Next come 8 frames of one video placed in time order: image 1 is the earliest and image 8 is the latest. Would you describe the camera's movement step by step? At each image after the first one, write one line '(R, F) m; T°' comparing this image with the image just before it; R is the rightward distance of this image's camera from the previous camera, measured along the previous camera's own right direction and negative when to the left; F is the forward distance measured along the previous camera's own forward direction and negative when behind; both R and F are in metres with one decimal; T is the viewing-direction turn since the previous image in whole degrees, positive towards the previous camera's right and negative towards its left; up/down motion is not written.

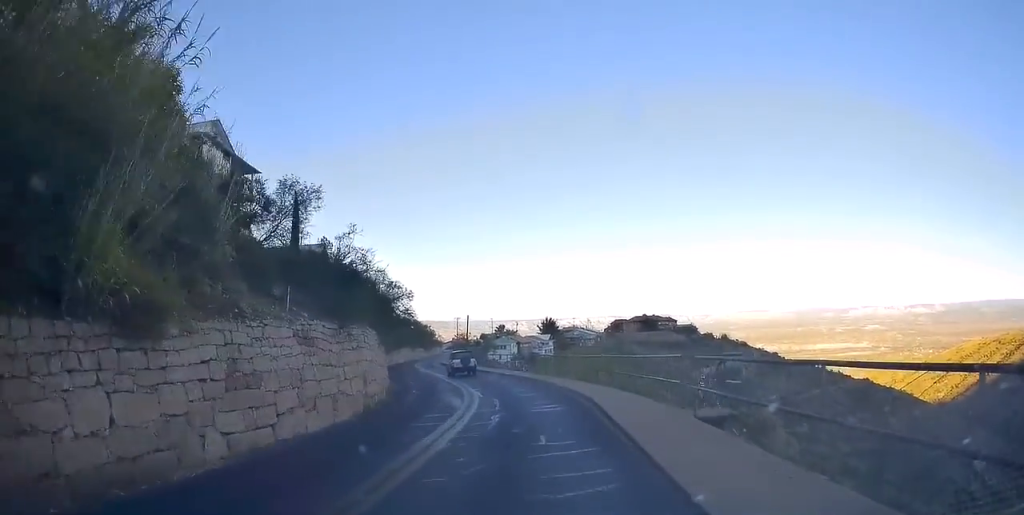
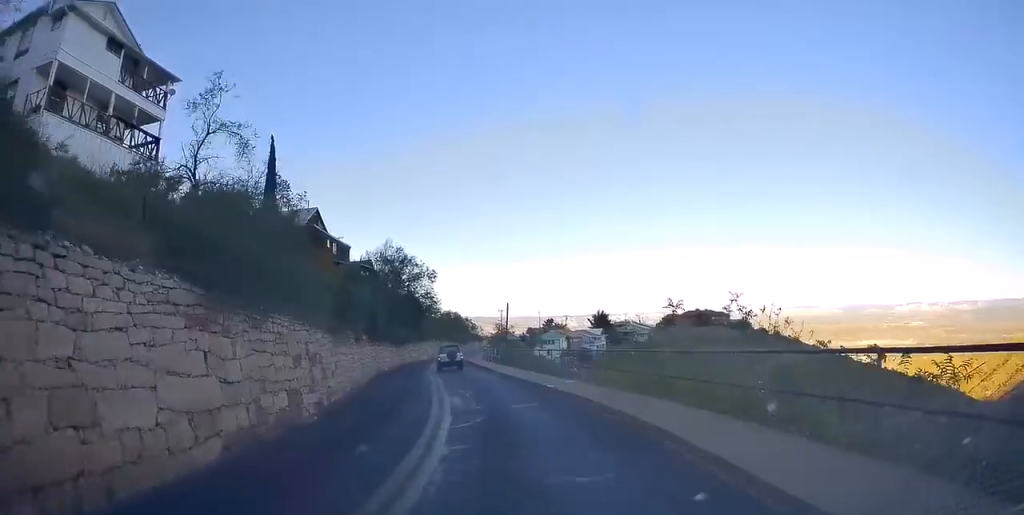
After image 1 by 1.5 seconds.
(-0.7, +17.9) m; -2°
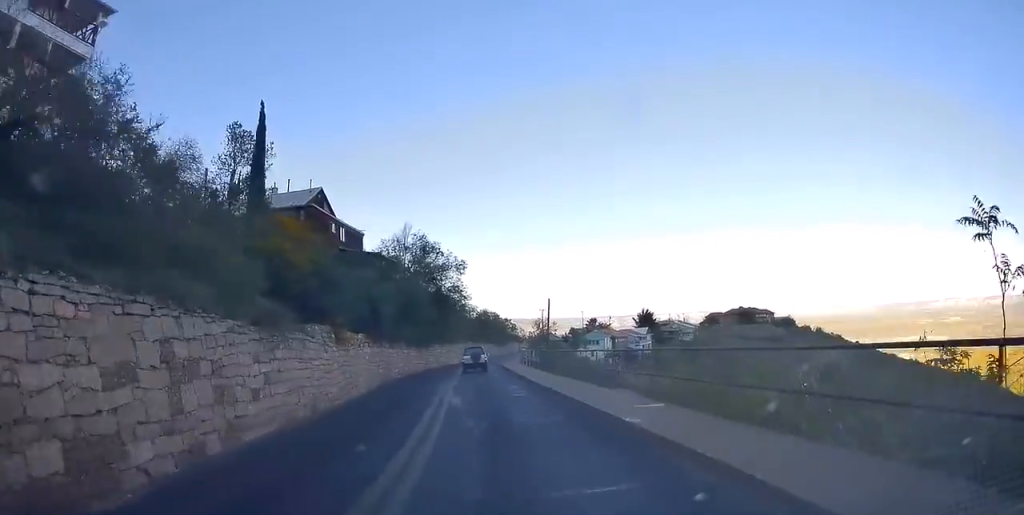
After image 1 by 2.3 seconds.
(+0.2, +9.3) m; -3°
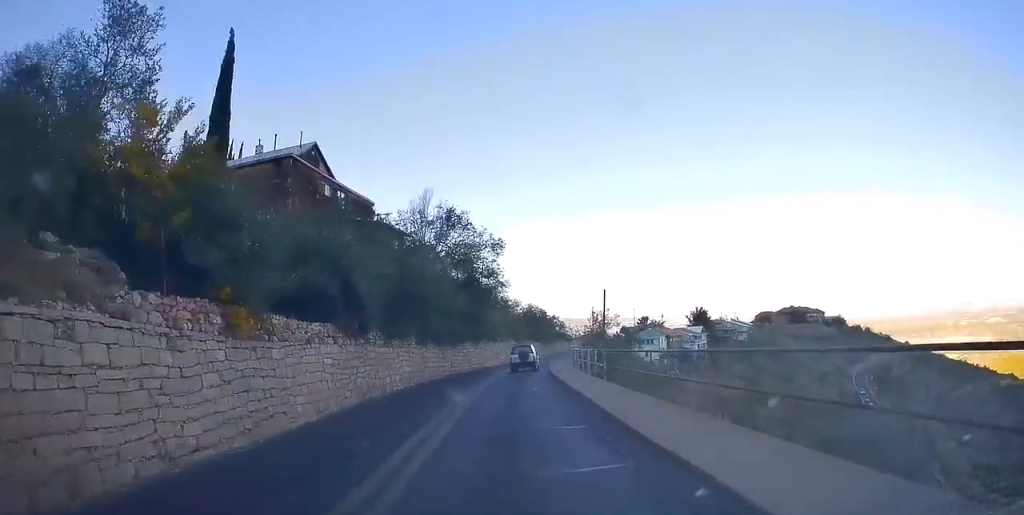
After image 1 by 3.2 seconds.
(-0.7, +11.9) m; -6°
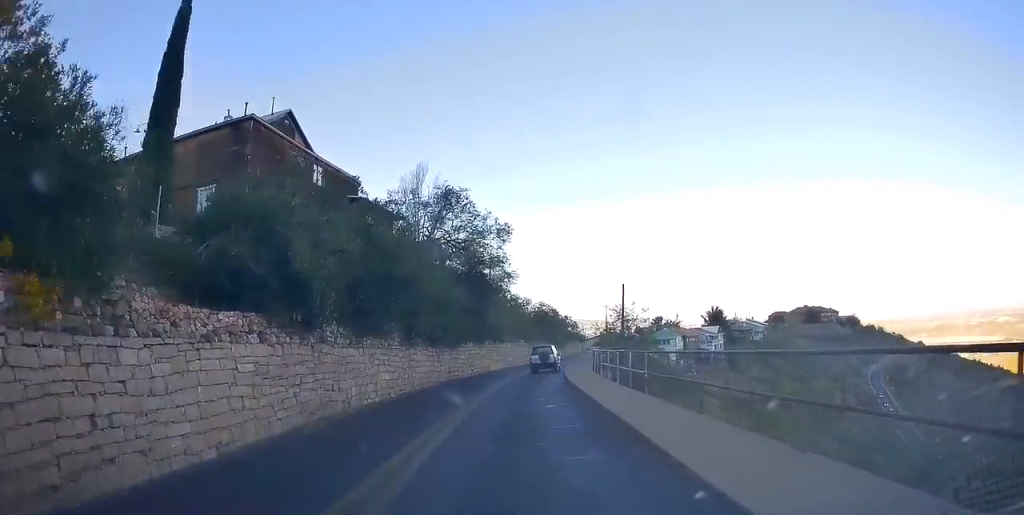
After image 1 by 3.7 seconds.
(-0.2, +6.3) m; -2°
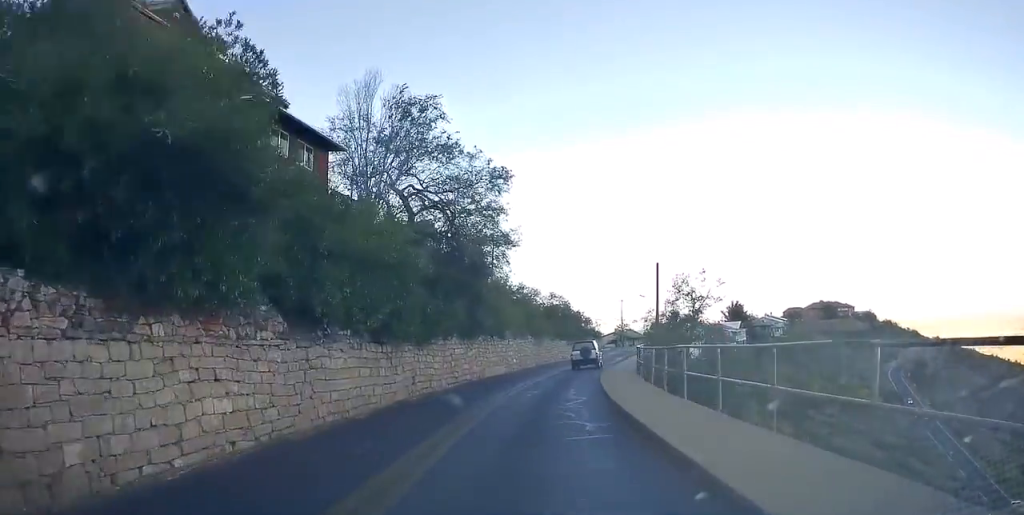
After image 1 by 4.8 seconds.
(+0.1, +13.5) m; +2°
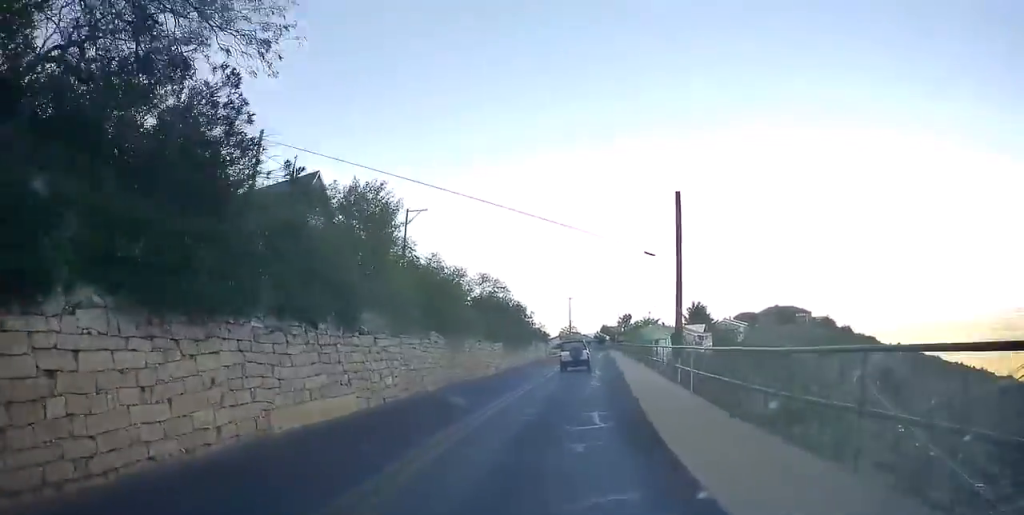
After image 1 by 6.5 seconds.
(+0.5, +23.2) m; +4°
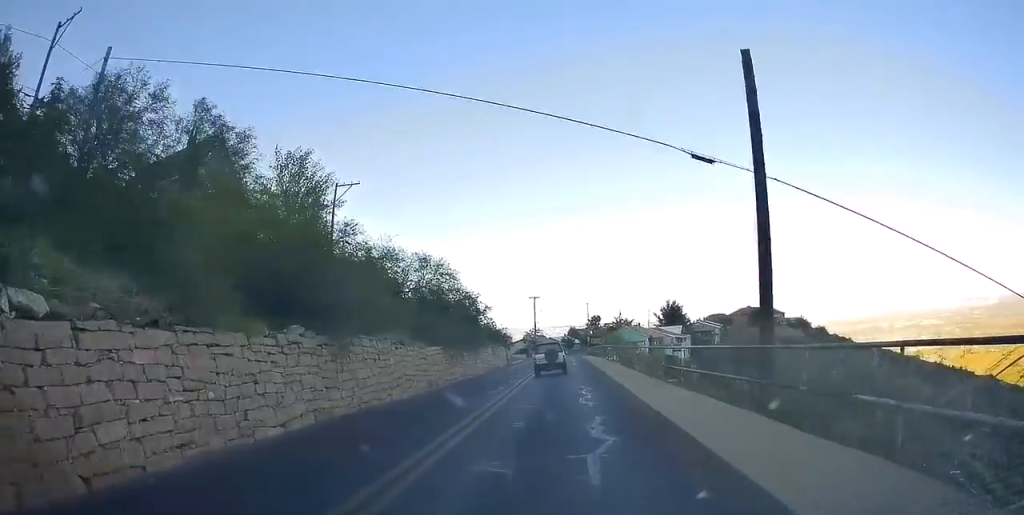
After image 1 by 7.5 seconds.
(+0.7, +12.6) m; +2°
